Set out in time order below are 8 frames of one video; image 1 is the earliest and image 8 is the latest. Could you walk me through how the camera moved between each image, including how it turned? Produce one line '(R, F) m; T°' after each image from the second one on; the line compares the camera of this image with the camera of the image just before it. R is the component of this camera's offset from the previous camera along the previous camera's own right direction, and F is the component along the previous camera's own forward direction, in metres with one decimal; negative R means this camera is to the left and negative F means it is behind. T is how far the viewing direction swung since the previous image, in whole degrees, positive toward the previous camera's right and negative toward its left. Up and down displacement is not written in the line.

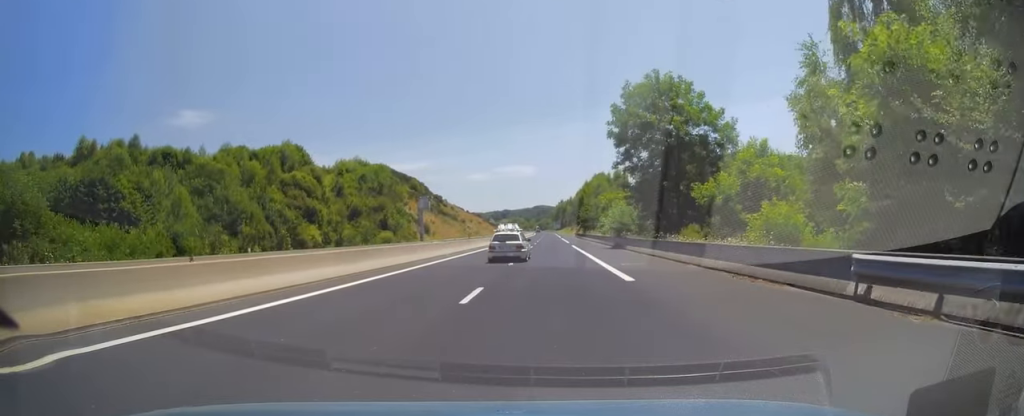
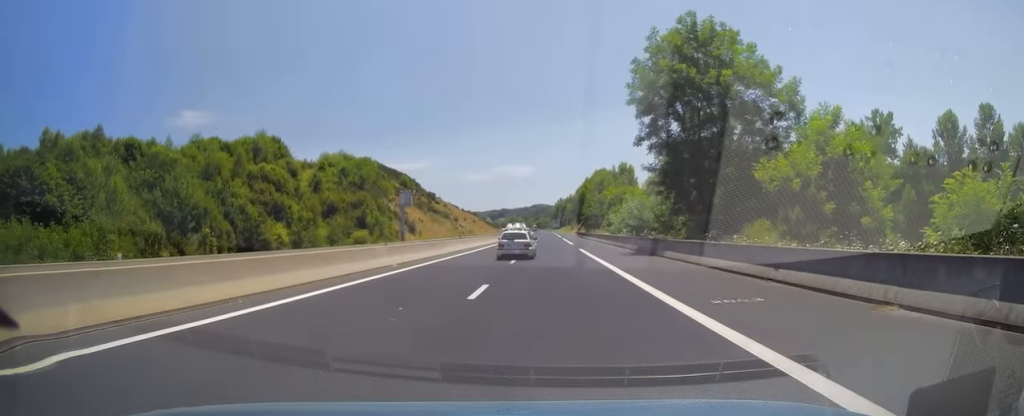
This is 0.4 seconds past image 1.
(+0.1, +12.8) m; 0°
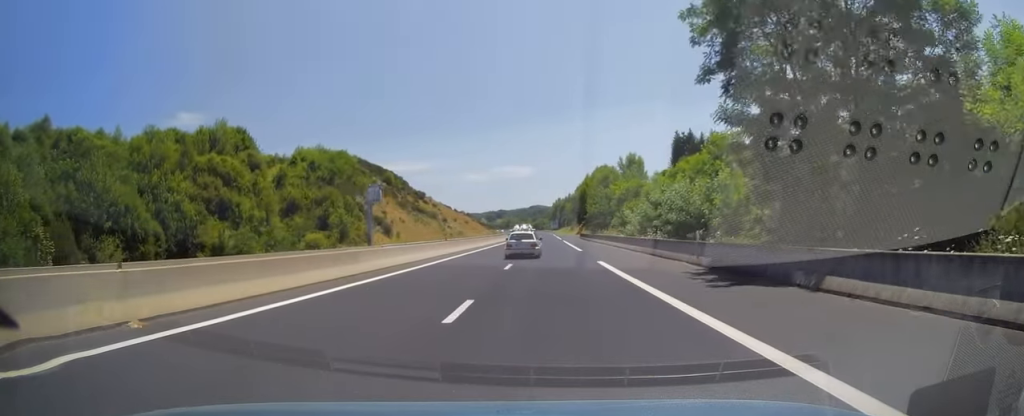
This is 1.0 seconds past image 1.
(0.0, +16.2) m; 0°
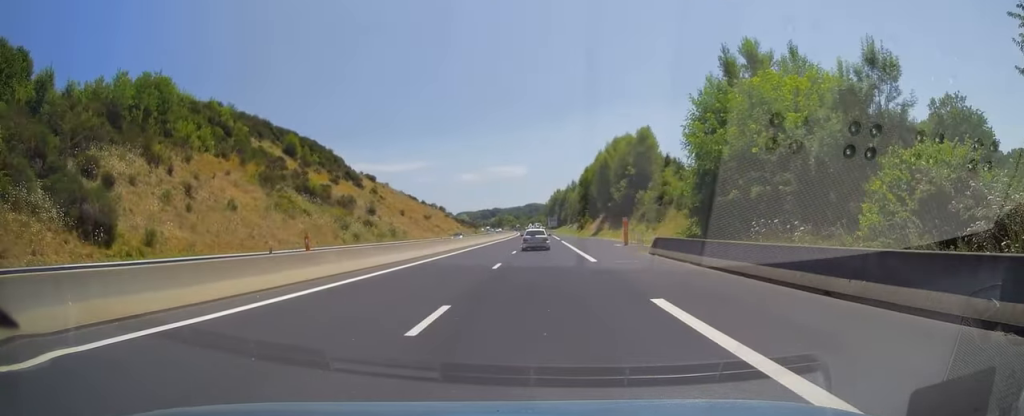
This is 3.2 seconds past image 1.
(+0.3, +67.0) m; +1°
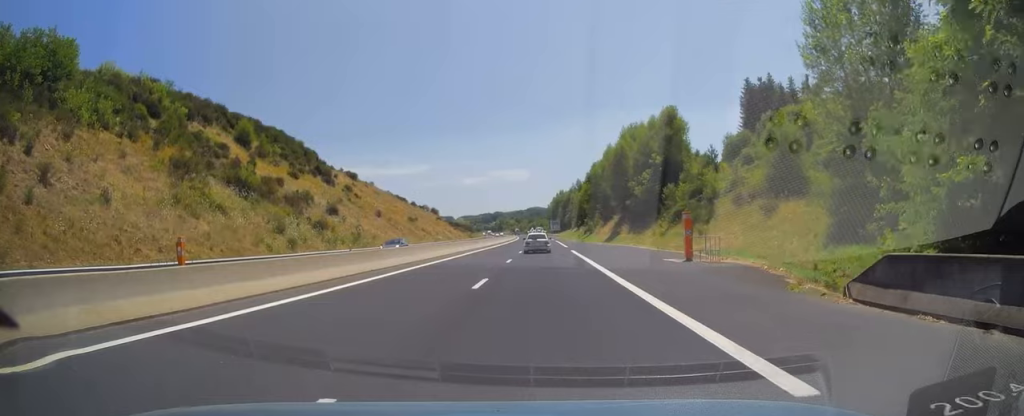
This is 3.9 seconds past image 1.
(+0.1, +19.3) m; 0°
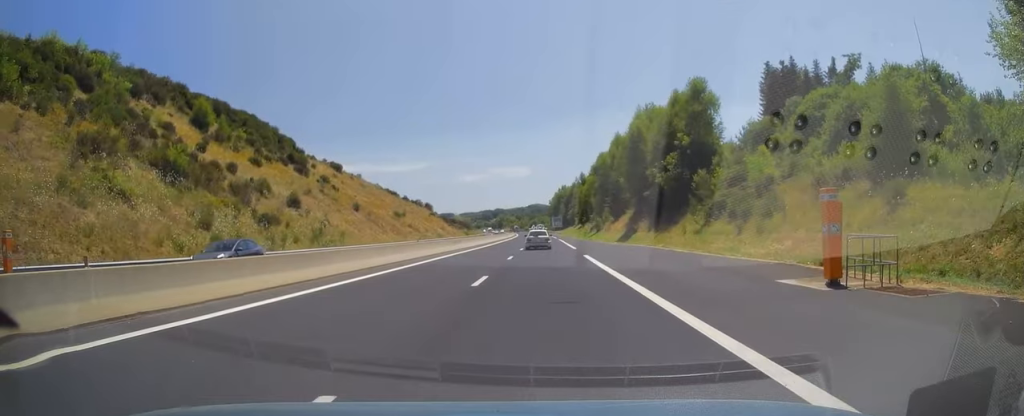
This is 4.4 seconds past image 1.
(-0.1, +13.3) m; 0°
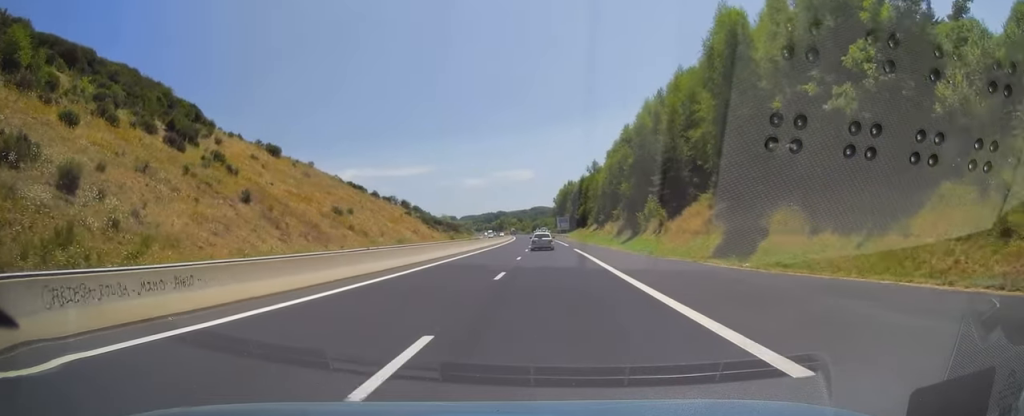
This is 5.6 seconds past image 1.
(0.0, +36.5) m; 0°
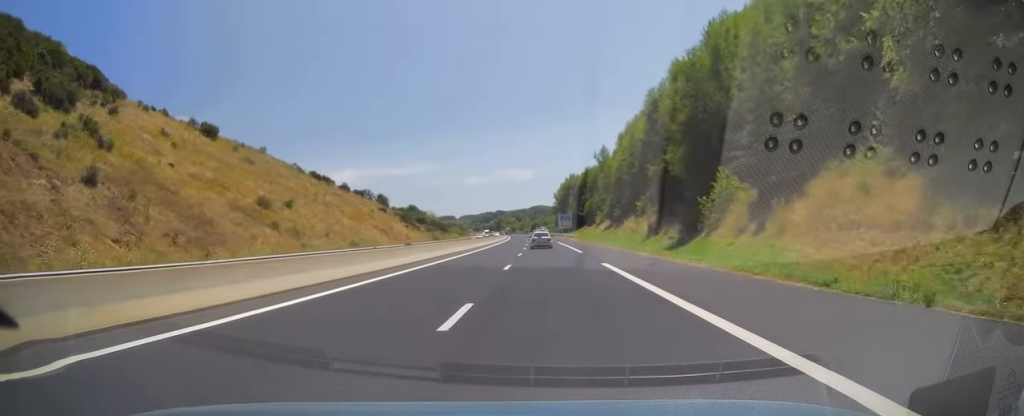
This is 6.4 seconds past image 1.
(-0.1, +22.7) m; 0°
